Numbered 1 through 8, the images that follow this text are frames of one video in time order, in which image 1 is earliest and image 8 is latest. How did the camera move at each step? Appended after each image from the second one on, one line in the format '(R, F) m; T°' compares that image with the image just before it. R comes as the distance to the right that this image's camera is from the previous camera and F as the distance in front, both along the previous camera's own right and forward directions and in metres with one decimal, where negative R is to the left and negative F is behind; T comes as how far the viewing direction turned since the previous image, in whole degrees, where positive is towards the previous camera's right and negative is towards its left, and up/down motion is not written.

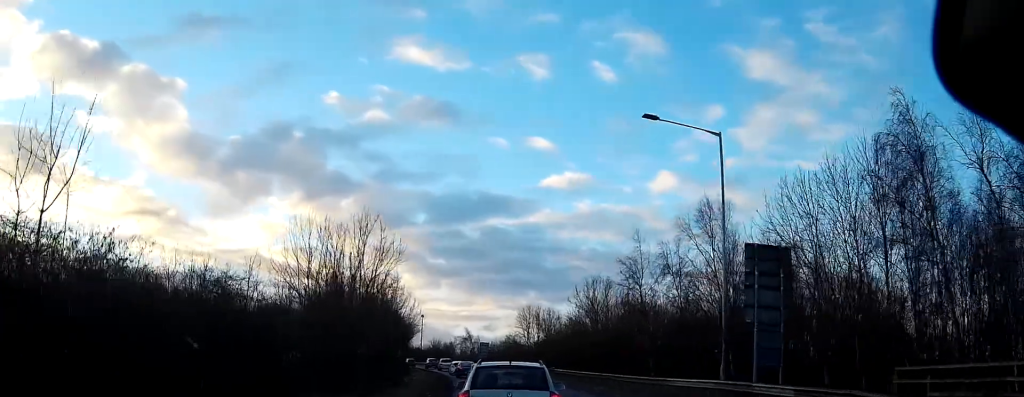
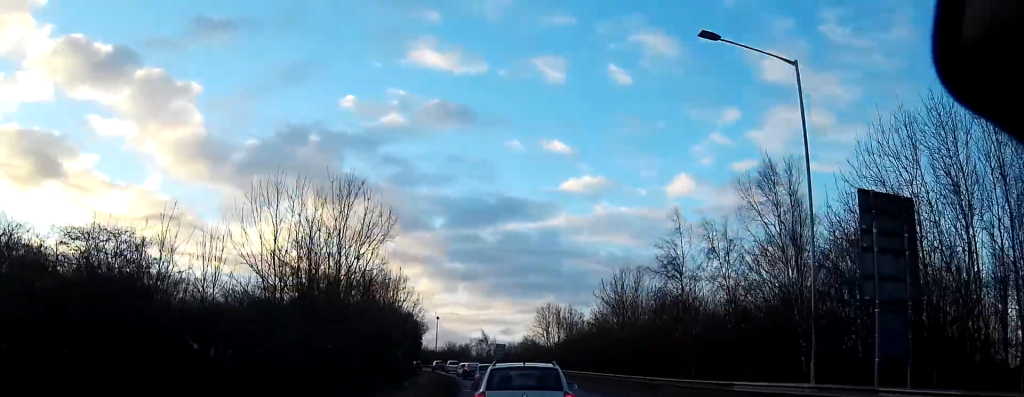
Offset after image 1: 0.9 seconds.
(0.0, +7.8) m; -2°
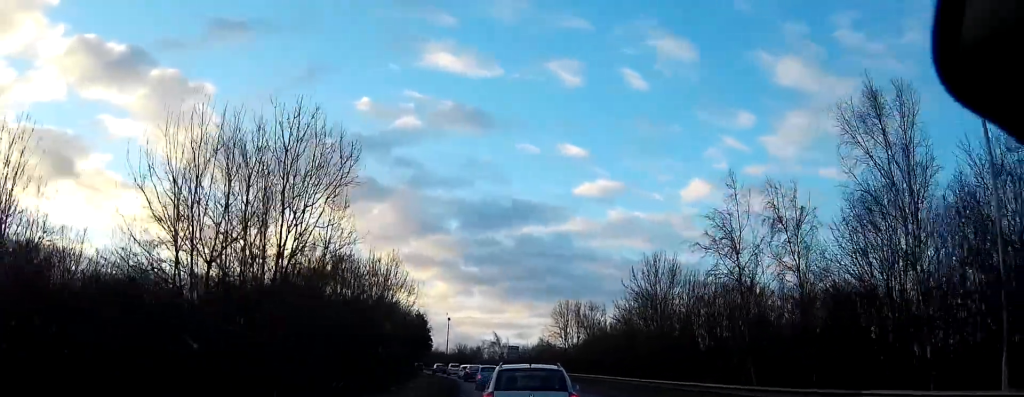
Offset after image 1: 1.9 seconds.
(-0.3, +9.2) m; -4°
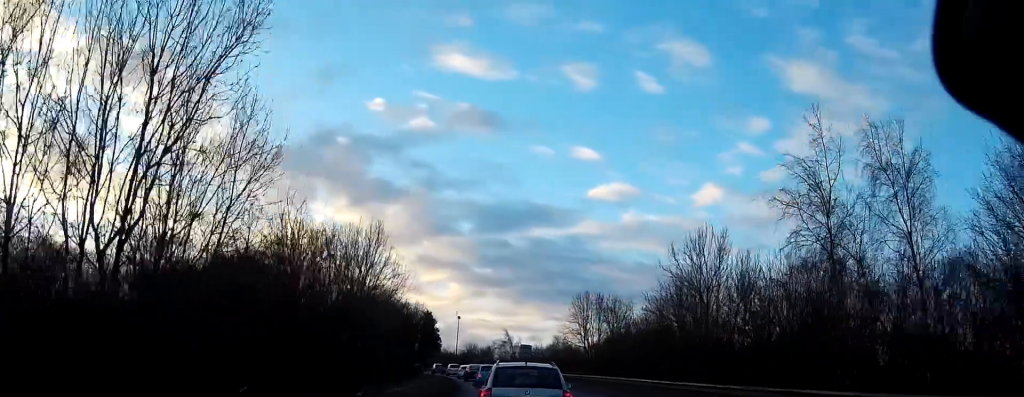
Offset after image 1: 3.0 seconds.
(-0.3, +9.4) m; -4°
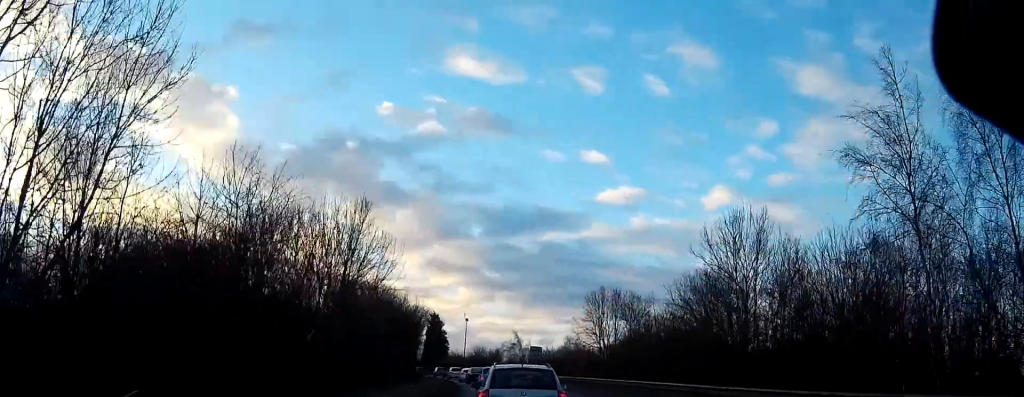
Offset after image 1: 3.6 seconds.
(0.0, +5.5) m; -2°
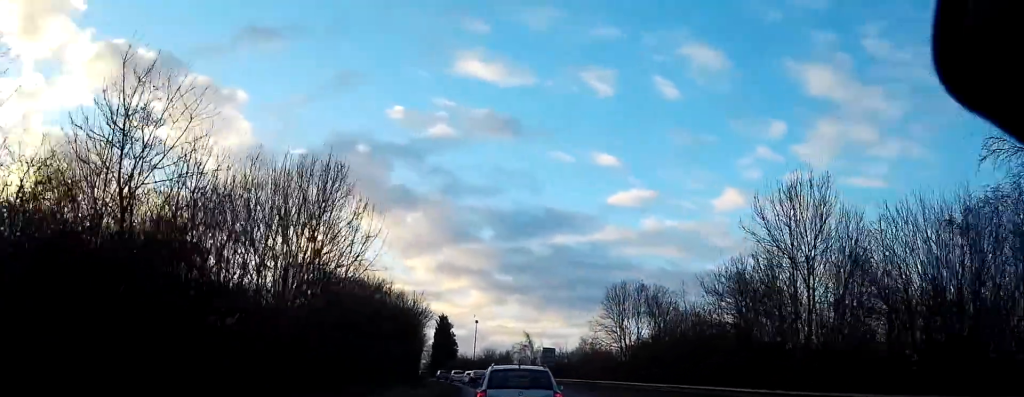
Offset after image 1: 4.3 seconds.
(-0.3, +6.4) m; -3°
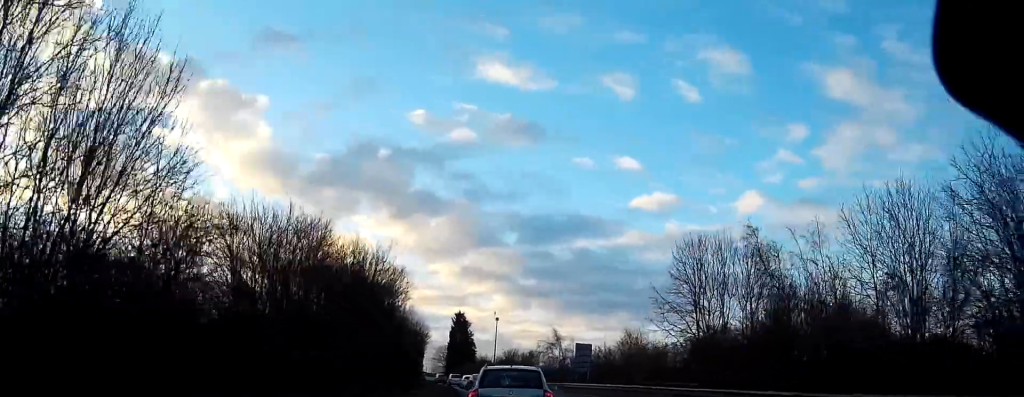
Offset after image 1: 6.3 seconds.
(-0.8, +18.6) m; -4°
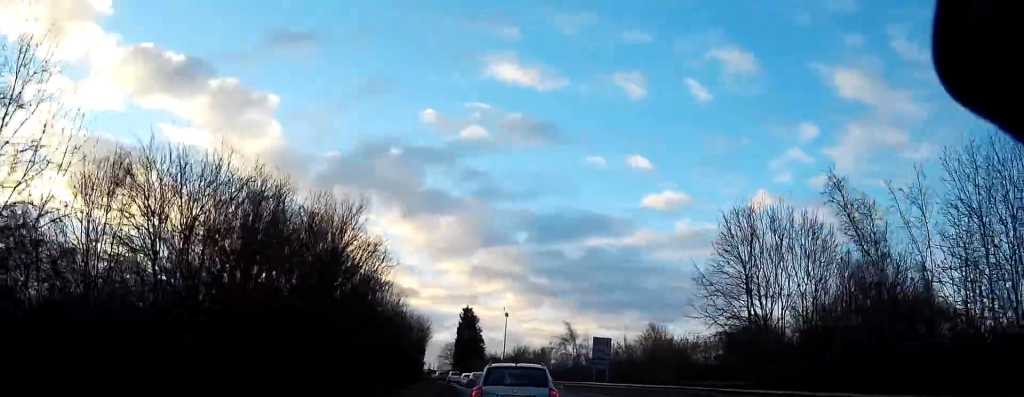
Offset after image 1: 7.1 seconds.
(-0.1, +7.3) m; 0°
